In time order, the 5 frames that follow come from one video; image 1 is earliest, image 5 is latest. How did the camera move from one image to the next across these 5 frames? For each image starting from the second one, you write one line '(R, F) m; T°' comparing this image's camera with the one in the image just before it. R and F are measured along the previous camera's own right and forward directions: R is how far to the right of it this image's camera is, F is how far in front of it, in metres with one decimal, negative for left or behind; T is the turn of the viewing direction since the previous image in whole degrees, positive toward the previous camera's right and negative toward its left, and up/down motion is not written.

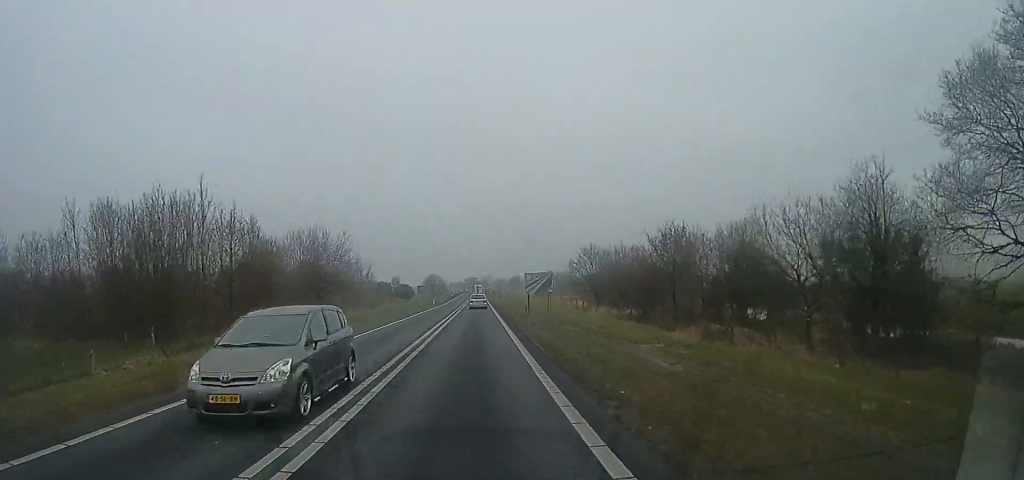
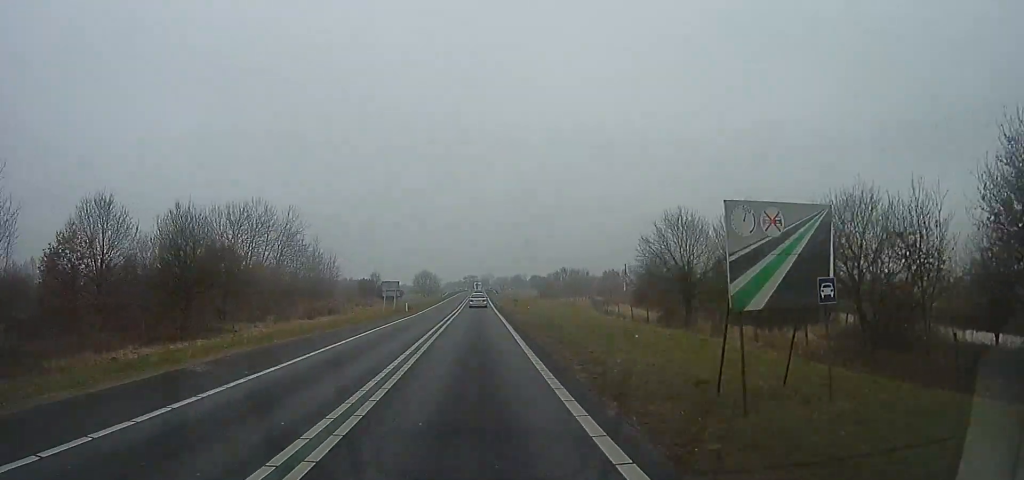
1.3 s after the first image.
(-0.6, +30.0) m; 0°
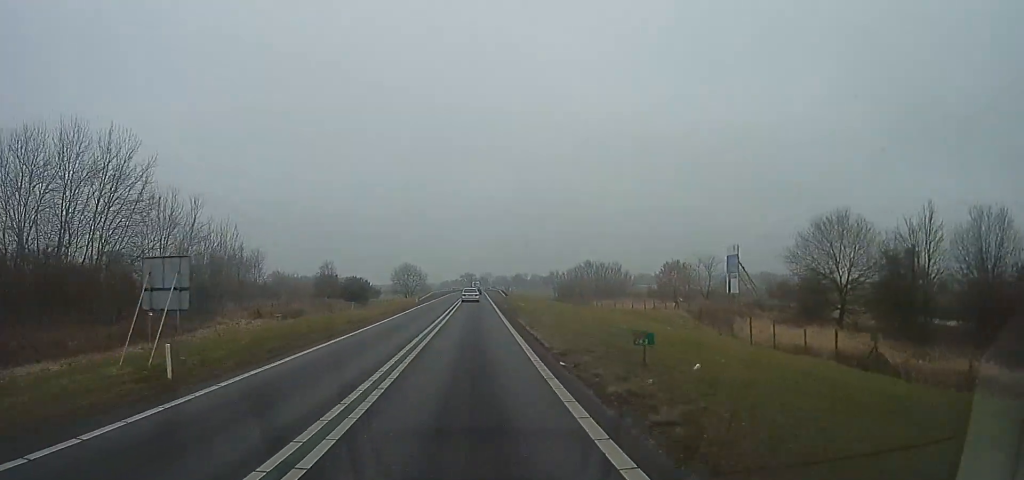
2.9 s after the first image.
(0.0, +39.0) m; 0°
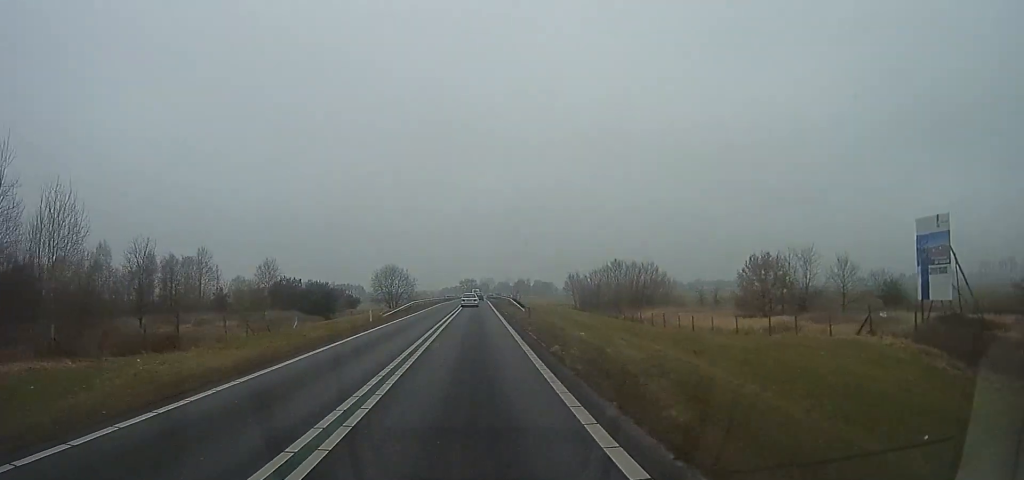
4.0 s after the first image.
(+0.6, +25.3) m; +2°
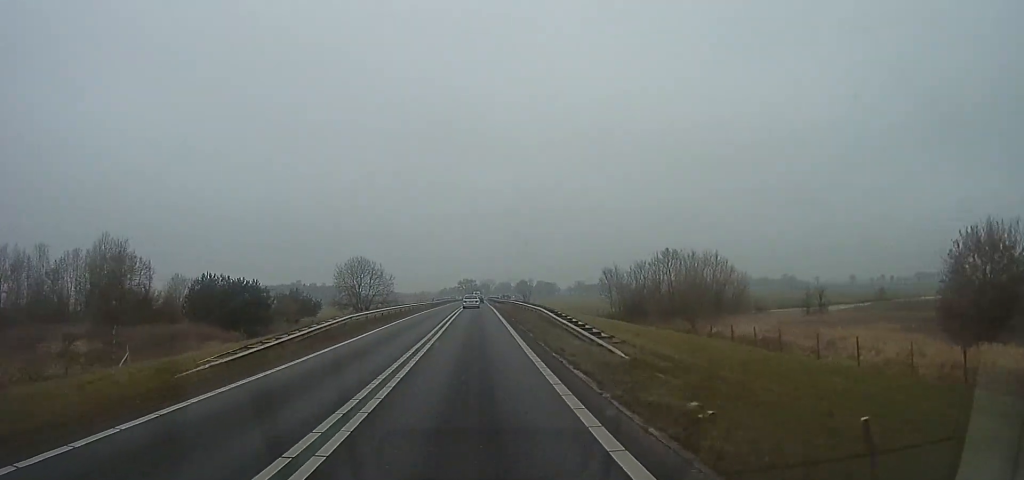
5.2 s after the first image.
(+0.1, +28.1) m; -2°
